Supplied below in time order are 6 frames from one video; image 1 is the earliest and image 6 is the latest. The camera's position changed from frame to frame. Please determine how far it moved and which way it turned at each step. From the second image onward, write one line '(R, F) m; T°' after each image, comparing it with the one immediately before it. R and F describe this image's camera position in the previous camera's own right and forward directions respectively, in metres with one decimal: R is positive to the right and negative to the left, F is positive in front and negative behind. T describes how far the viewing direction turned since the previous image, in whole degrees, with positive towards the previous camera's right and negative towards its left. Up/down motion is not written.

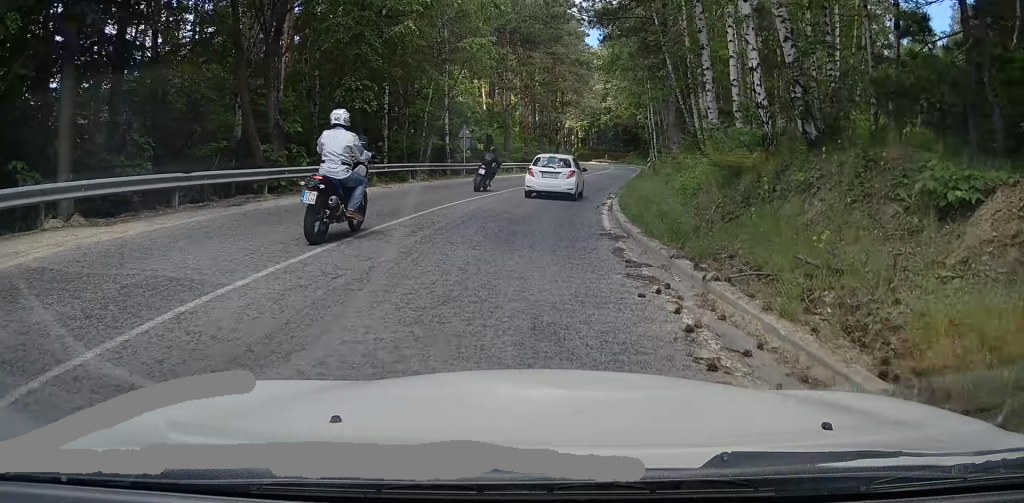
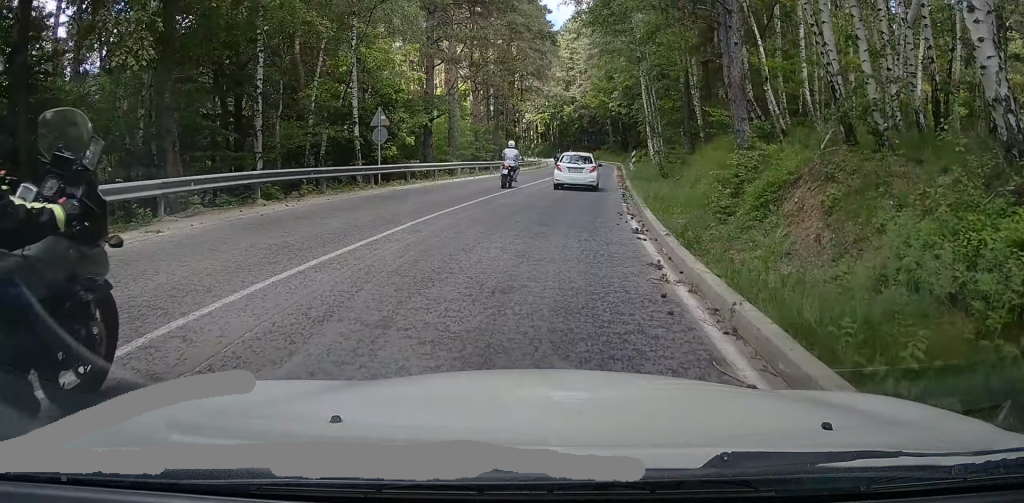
(+0.4, +13.0) m; +1°
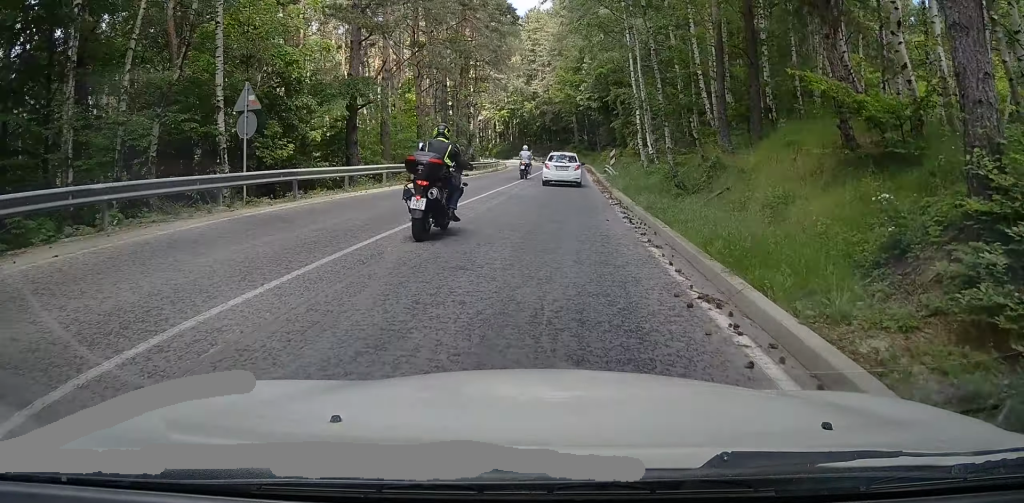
(-0.3, +8.9) m; +3°
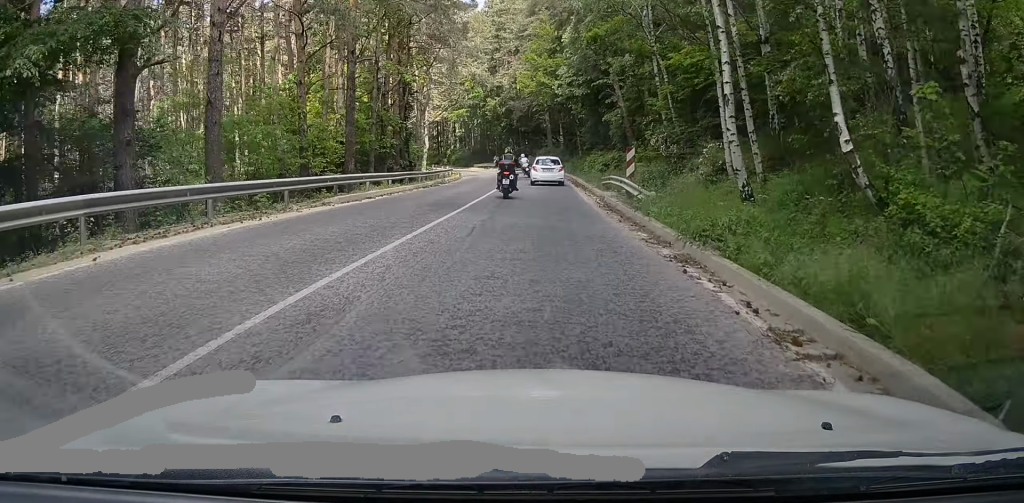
(+1.2, +16.4) m; +3°
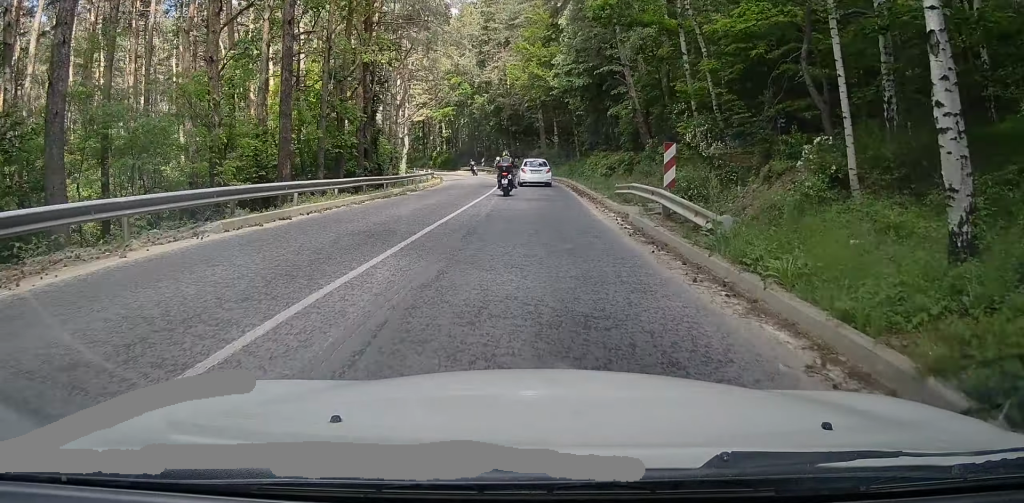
(0.0, +6.7) m; -1°
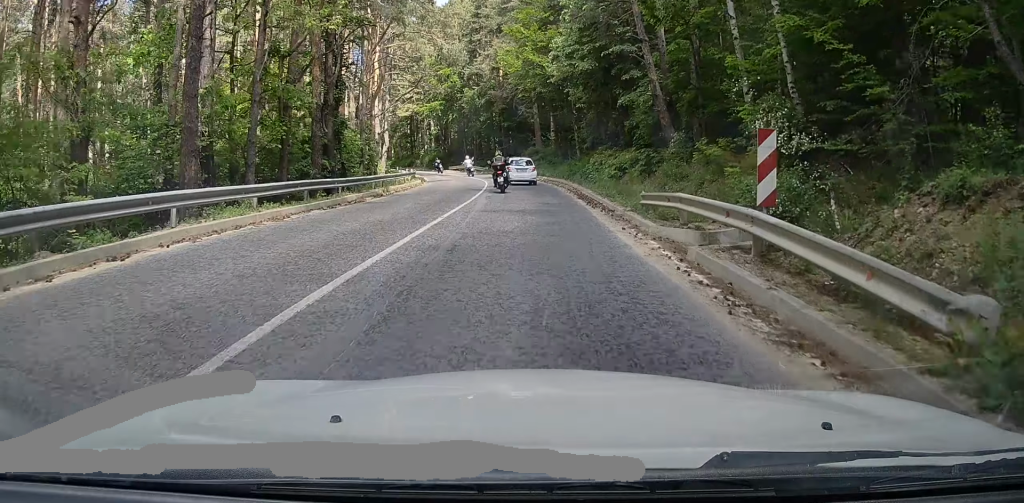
(0.0, +5.8) m; -1°
